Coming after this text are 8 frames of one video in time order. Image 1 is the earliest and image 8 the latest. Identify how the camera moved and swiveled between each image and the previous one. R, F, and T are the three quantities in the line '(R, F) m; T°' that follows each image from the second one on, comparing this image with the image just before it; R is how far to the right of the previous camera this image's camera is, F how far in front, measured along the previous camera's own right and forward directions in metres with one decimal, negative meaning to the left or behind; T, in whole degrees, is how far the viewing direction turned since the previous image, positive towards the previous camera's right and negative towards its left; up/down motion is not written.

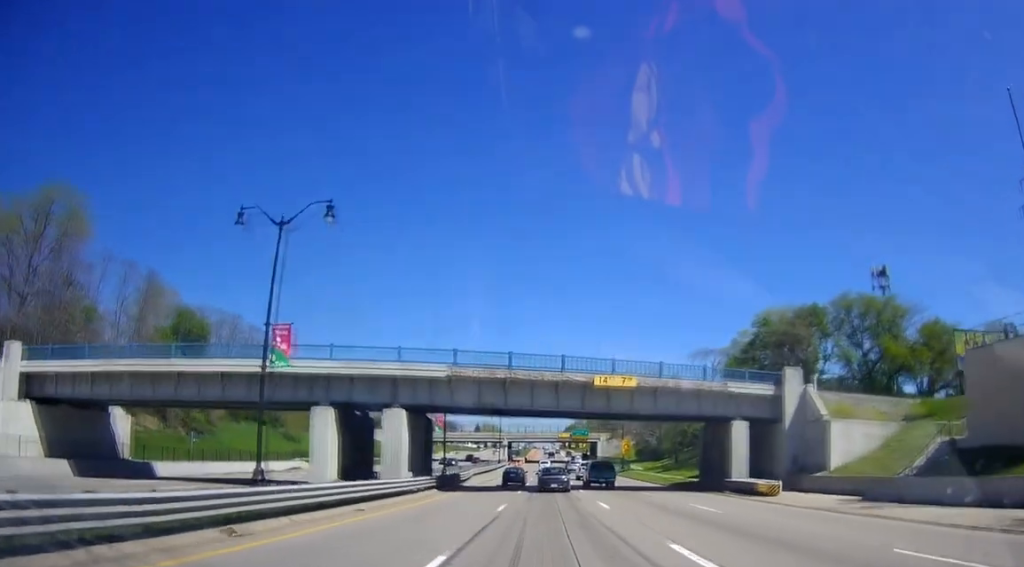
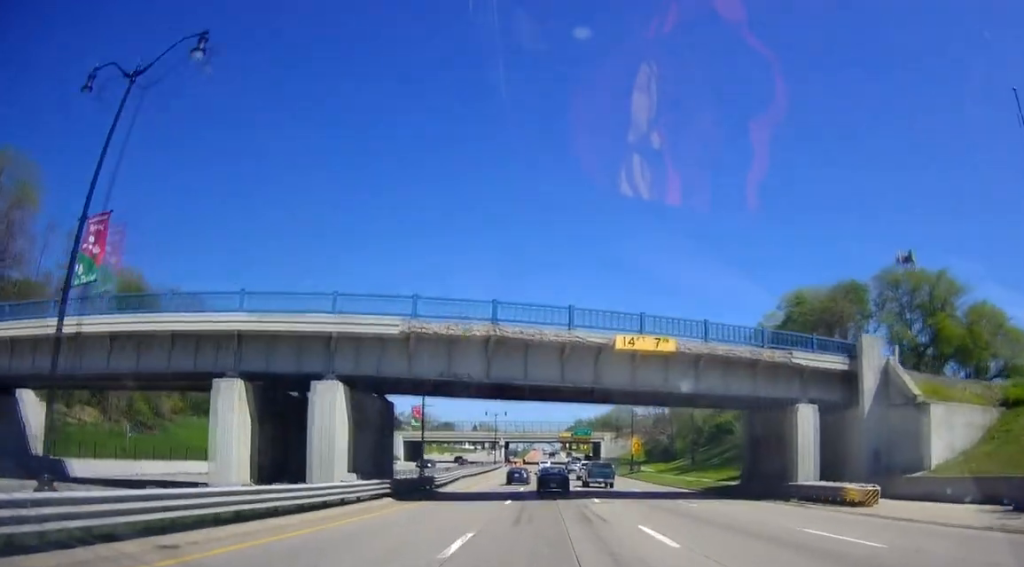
(+0.1, +11.4) m; 0°
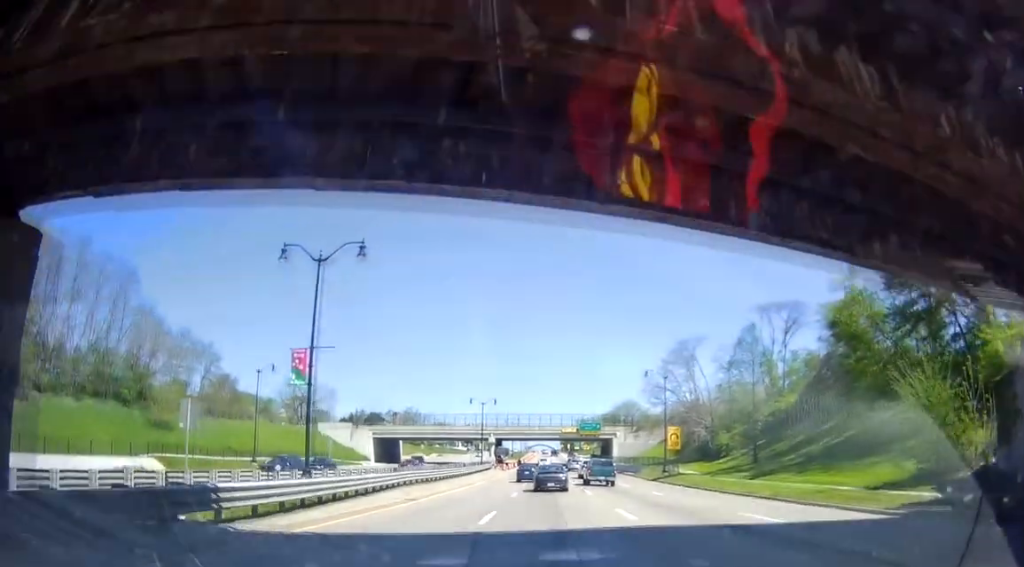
(-0.1, +26.3) m; -2°
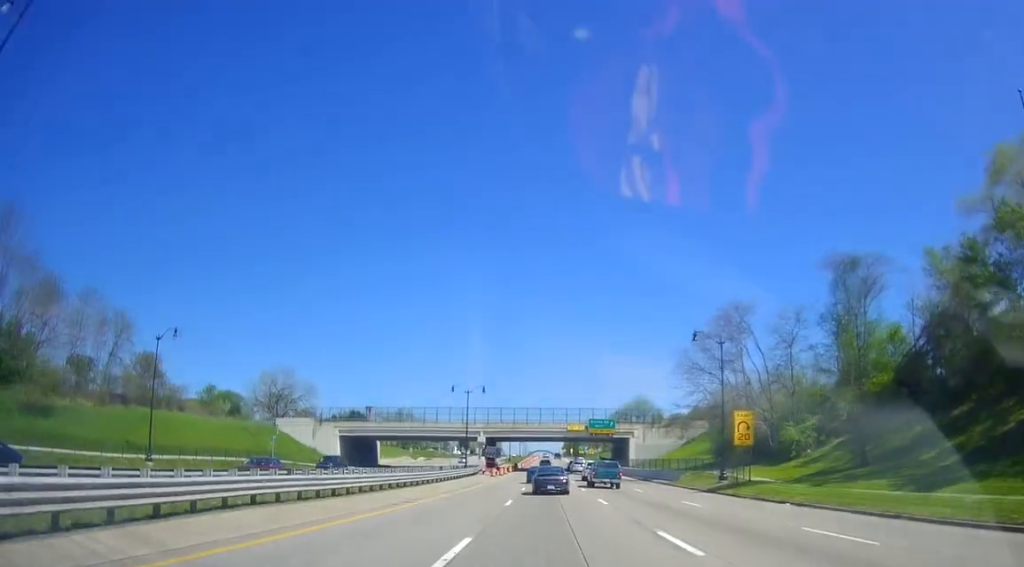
(-0.7, +22.0) m; -1°
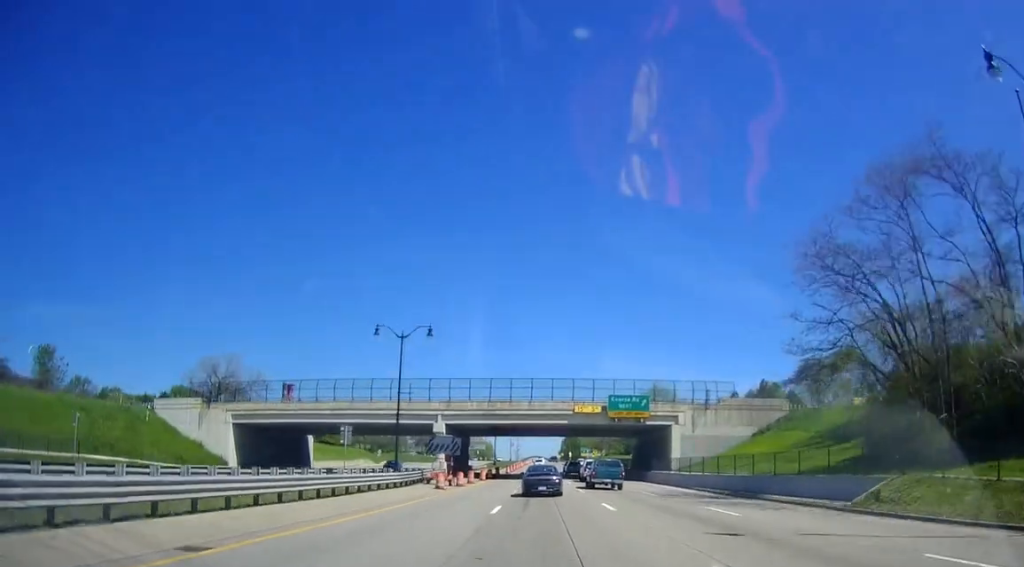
(+0.6, +35.8) m; +2°
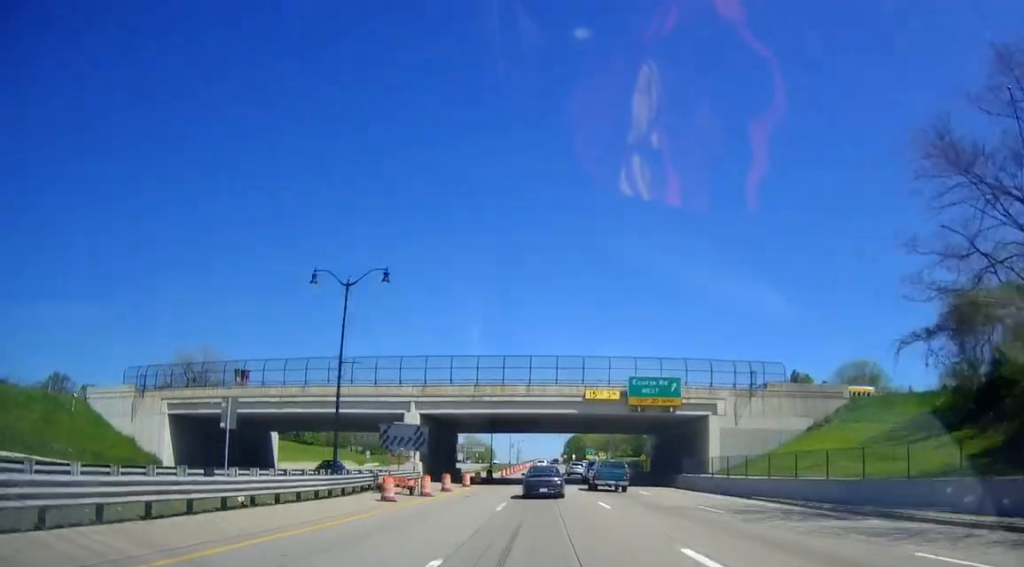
(+0.1, +13.6) m; +1°
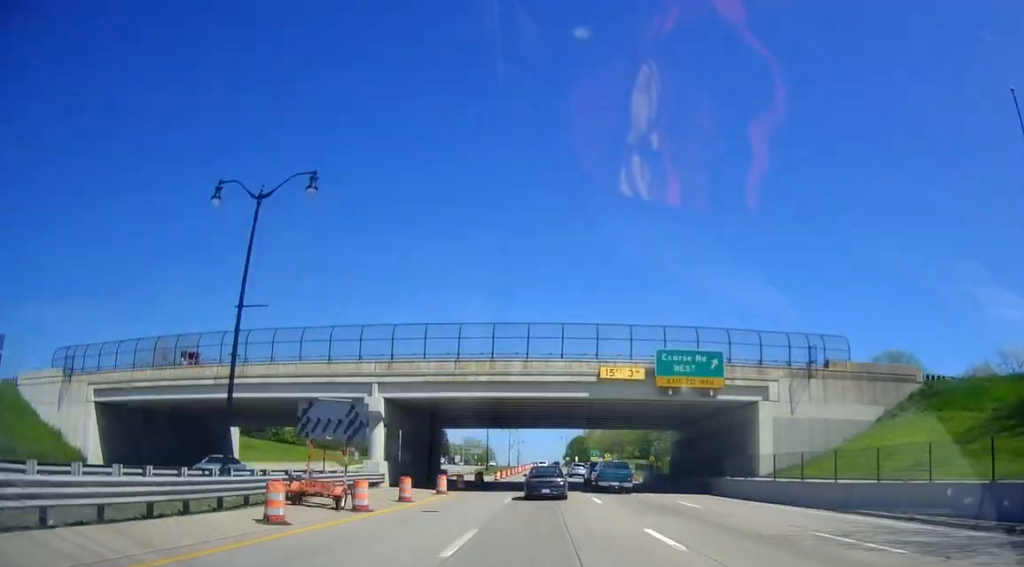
(+0.1, +11.5) m; +1°
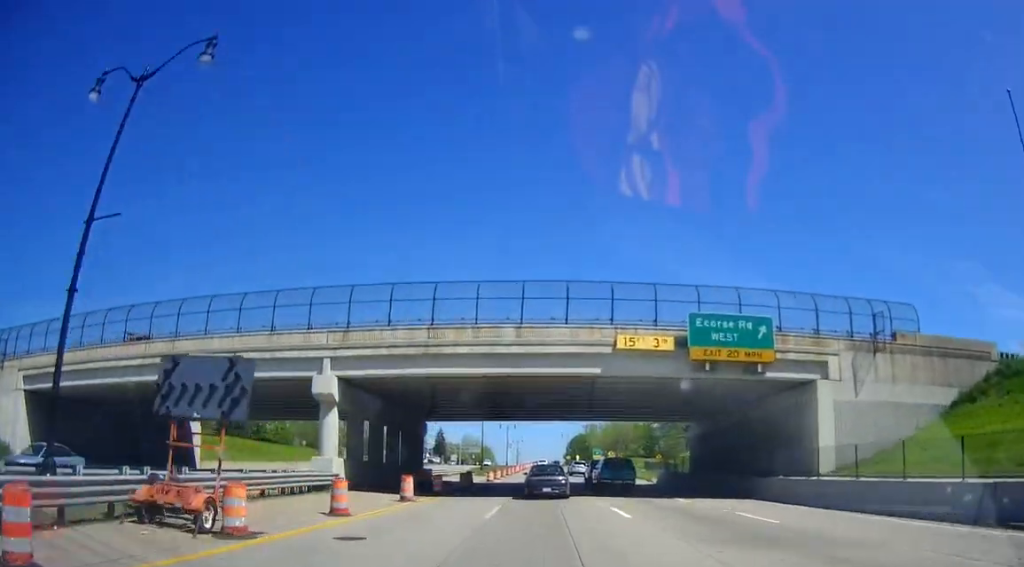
(0.0, +8.5) m; -1°
